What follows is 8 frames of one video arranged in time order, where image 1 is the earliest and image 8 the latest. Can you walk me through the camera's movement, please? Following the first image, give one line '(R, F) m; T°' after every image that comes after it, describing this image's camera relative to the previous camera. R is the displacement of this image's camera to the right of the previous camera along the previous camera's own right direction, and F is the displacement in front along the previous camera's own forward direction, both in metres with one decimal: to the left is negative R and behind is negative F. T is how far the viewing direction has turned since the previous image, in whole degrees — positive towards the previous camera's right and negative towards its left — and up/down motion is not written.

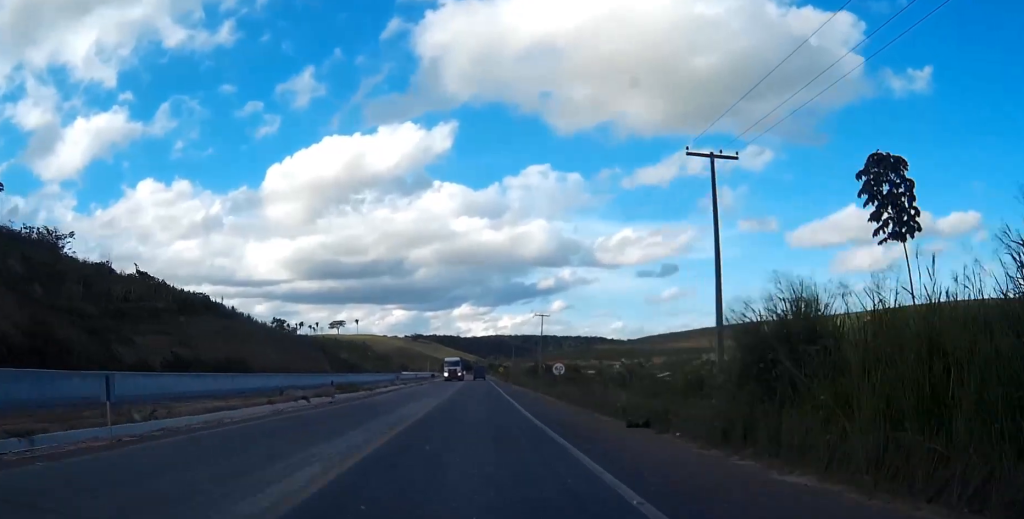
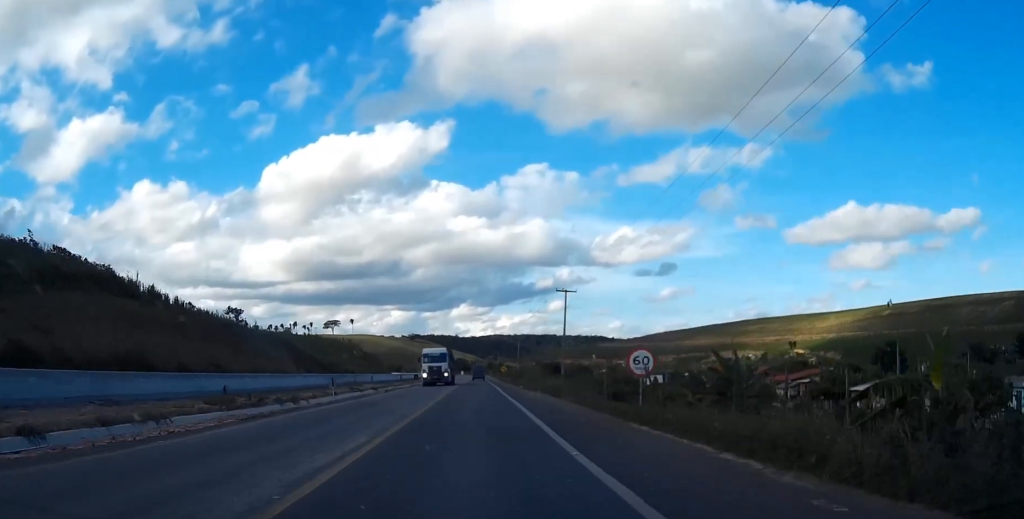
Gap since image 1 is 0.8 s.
(0.0, +27.6) m; 0°
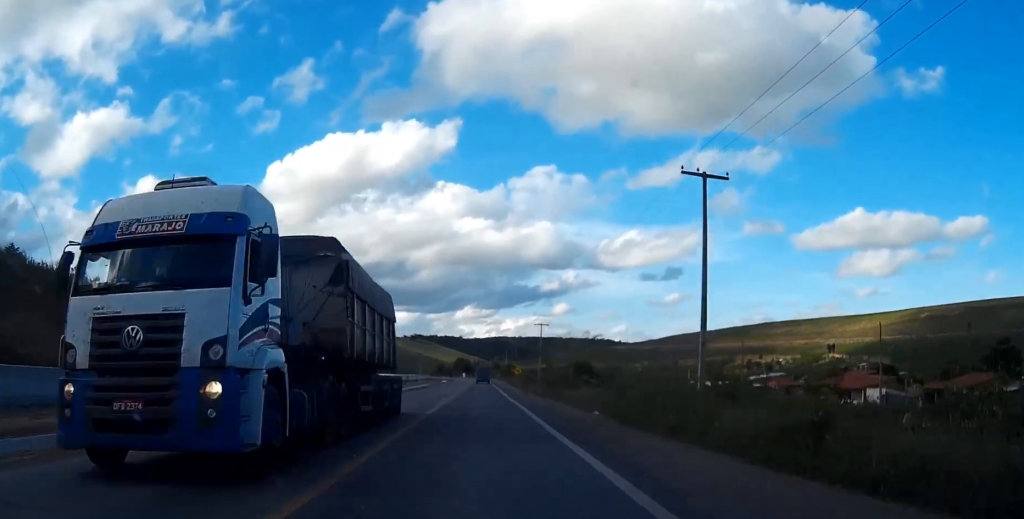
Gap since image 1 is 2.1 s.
(0.0, +41.5) m; 0°
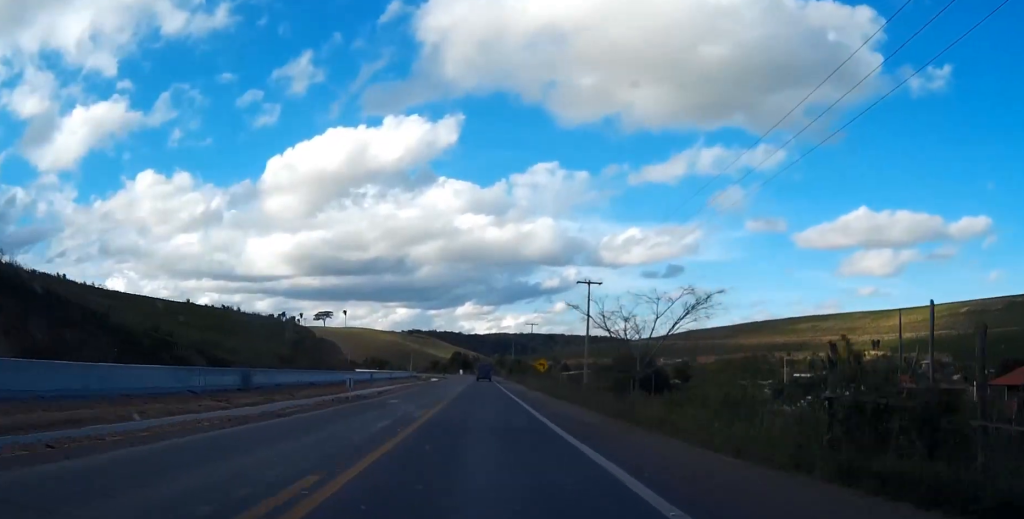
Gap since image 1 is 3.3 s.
(0.0, +43.0) m; 0°
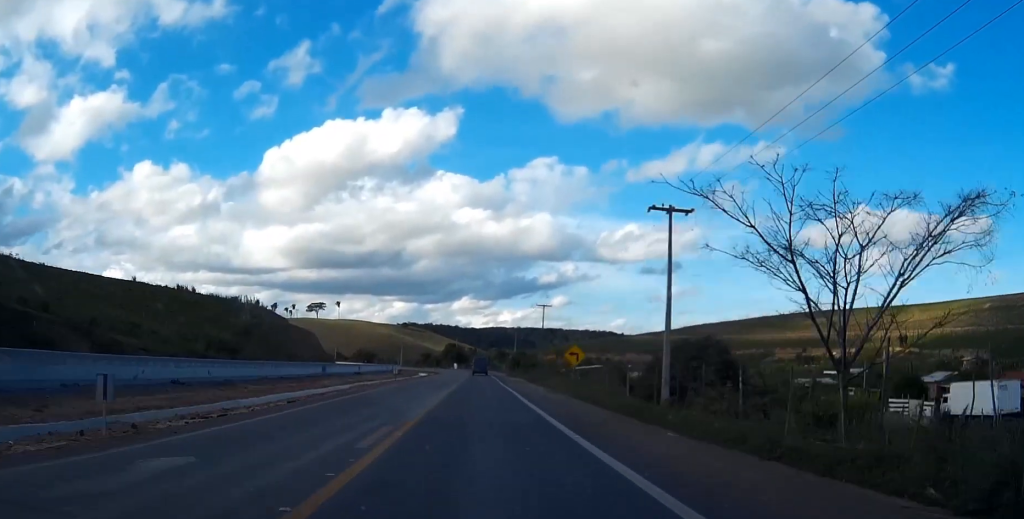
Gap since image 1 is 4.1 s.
(0.0, +24.6) m; 0°
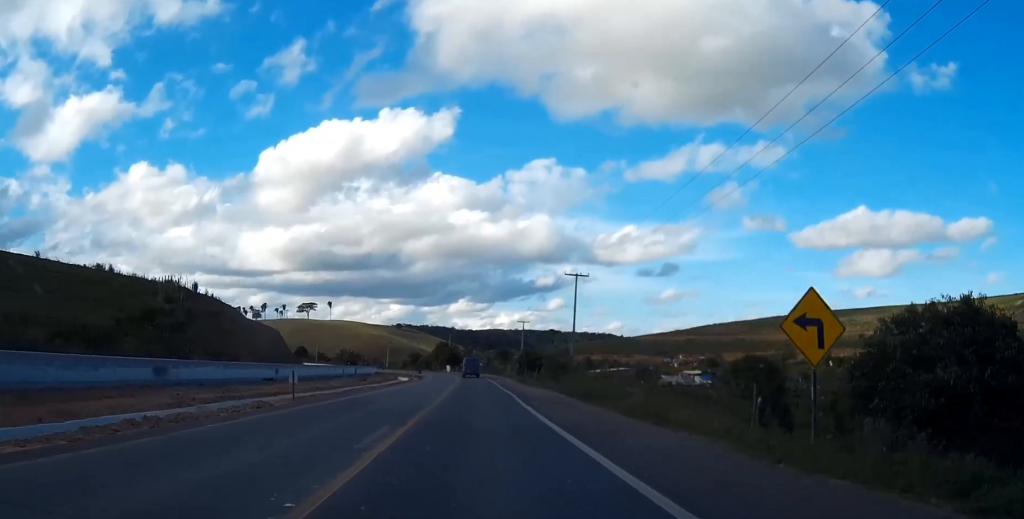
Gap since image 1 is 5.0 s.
(0.0, +31.6) m; 0°
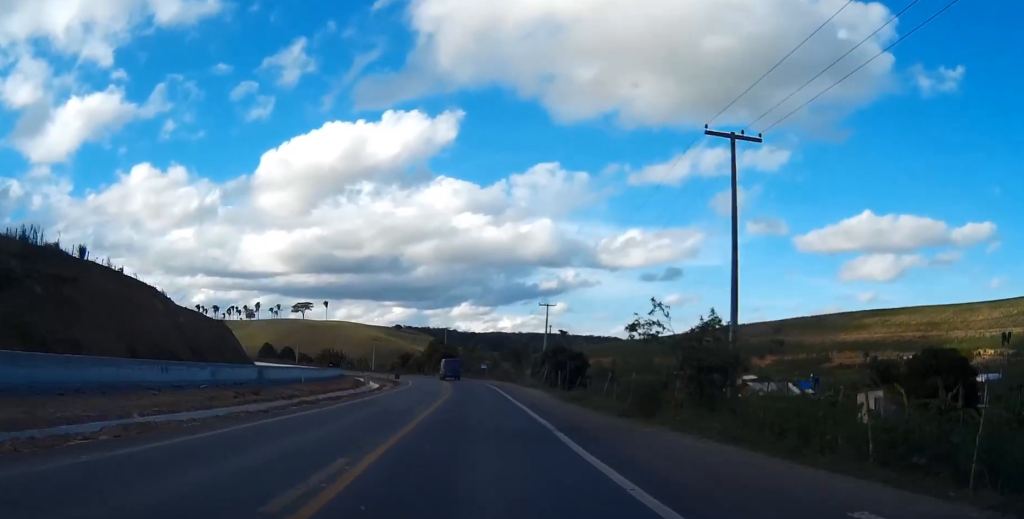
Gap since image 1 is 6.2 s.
(0.0, +36.5) m; 0°
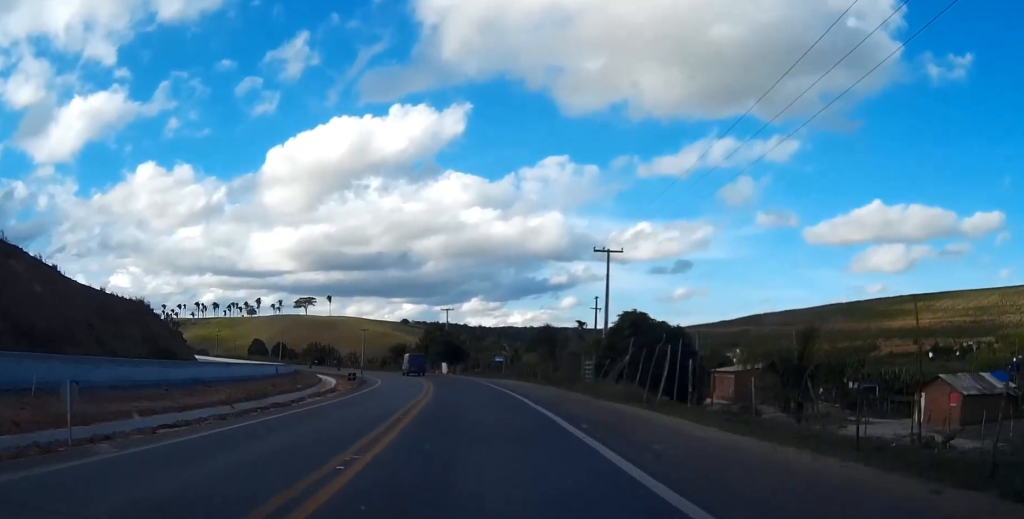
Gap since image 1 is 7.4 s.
(0.0, +34.6) m; 0°
